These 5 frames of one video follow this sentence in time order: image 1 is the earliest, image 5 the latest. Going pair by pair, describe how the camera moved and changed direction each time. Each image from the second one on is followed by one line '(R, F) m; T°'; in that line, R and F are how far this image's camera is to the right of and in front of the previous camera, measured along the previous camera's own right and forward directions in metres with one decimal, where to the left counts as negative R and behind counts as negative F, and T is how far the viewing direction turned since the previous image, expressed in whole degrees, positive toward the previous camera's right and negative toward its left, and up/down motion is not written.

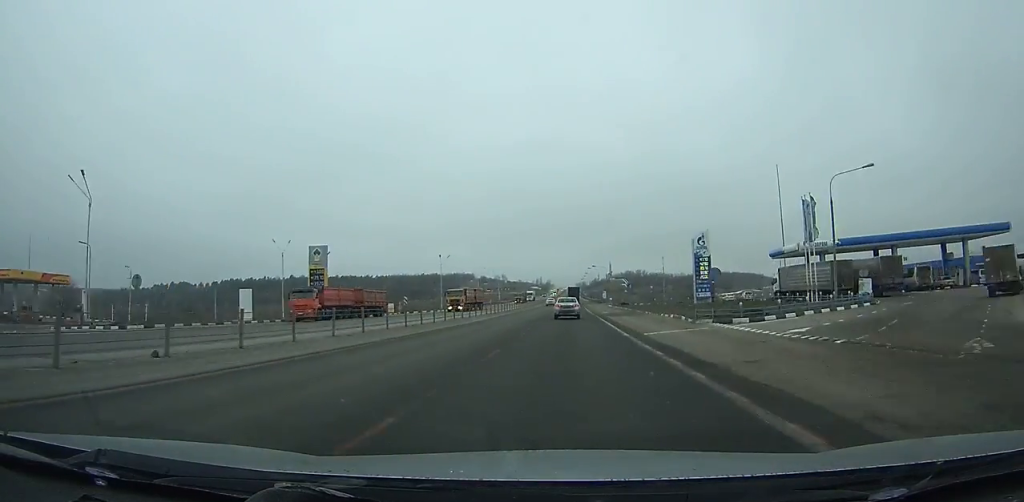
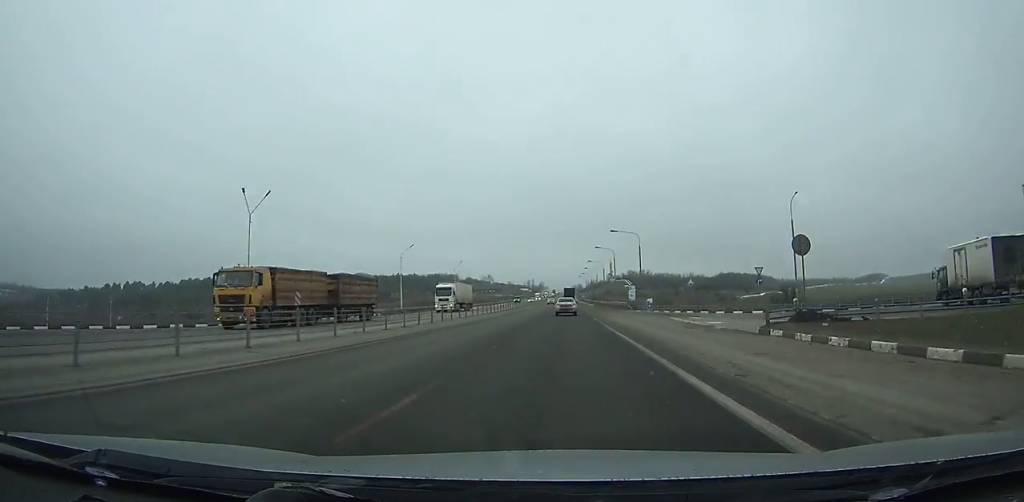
(0.0, +72.0) m; 0°
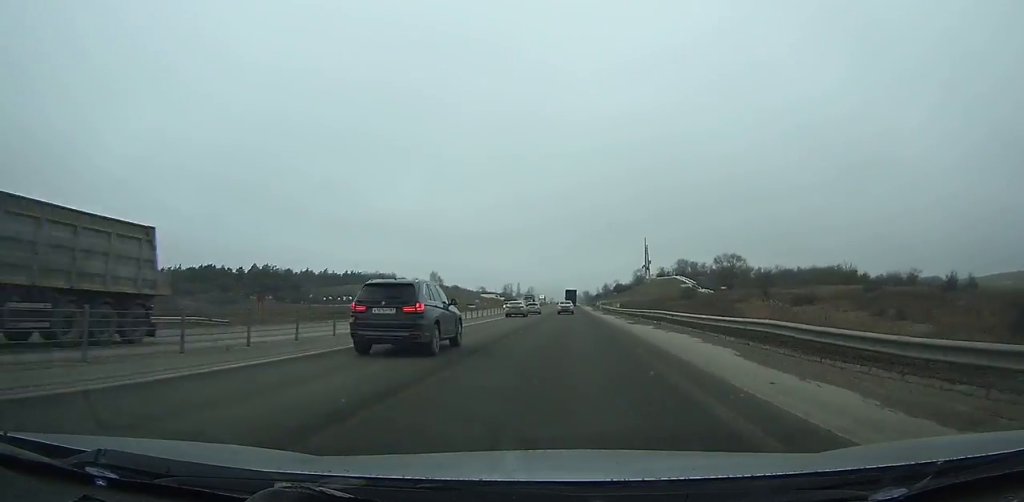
(+0.5, +234.9) m; +1°
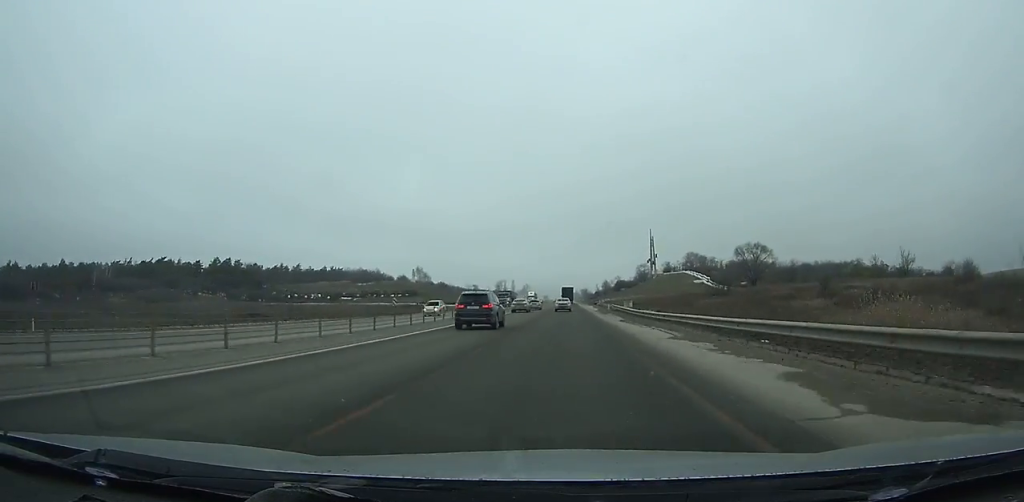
(+0.1, +27.3) m; 0°
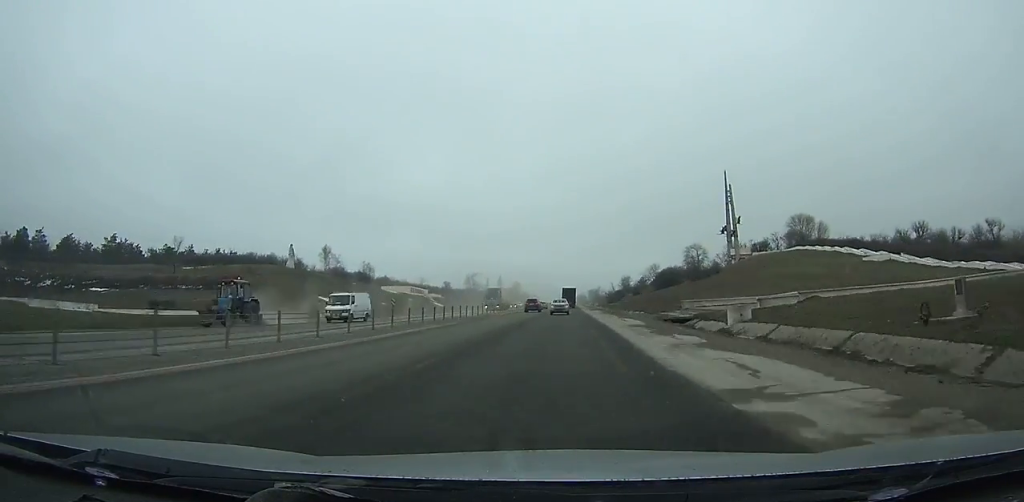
(-0.3, +116.3) m; 0°
